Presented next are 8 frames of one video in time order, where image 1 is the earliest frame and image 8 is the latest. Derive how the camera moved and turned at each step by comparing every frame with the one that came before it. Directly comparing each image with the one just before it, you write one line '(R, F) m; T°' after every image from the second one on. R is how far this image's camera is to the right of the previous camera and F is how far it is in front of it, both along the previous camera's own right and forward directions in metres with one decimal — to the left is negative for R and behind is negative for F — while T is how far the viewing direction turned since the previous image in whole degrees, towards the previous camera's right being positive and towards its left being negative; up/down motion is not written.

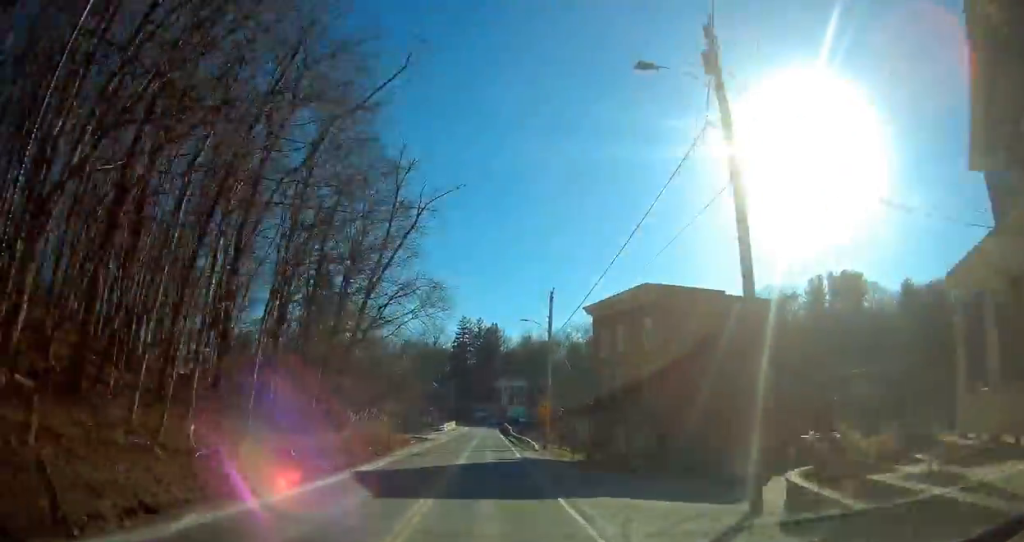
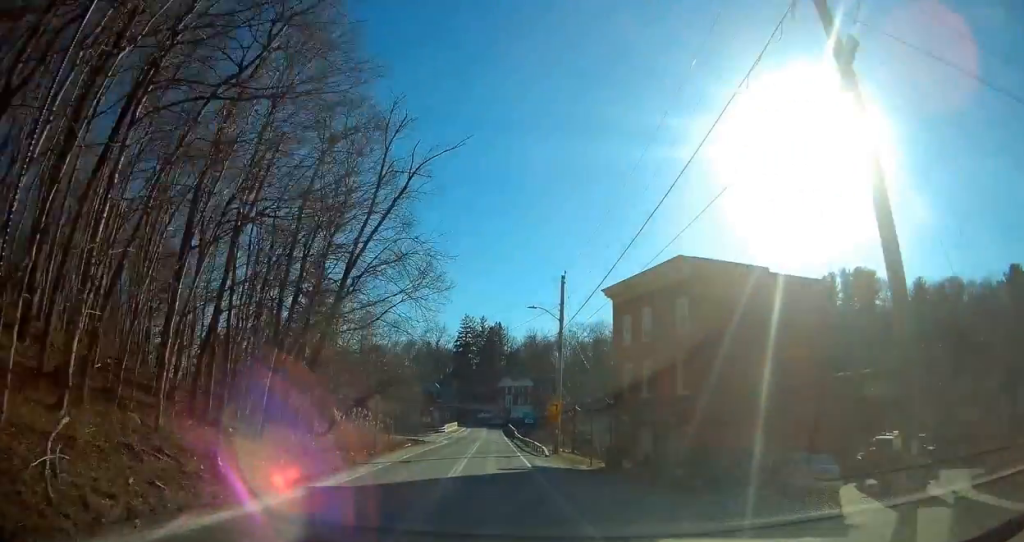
(0.0, +5.7) m; 0°
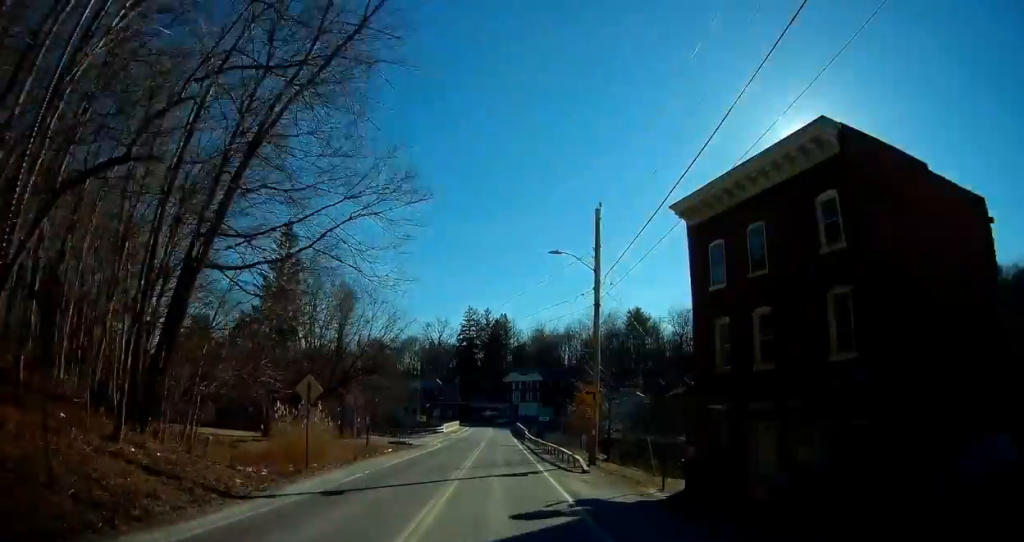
(+0.1, +13.0) m; 0°
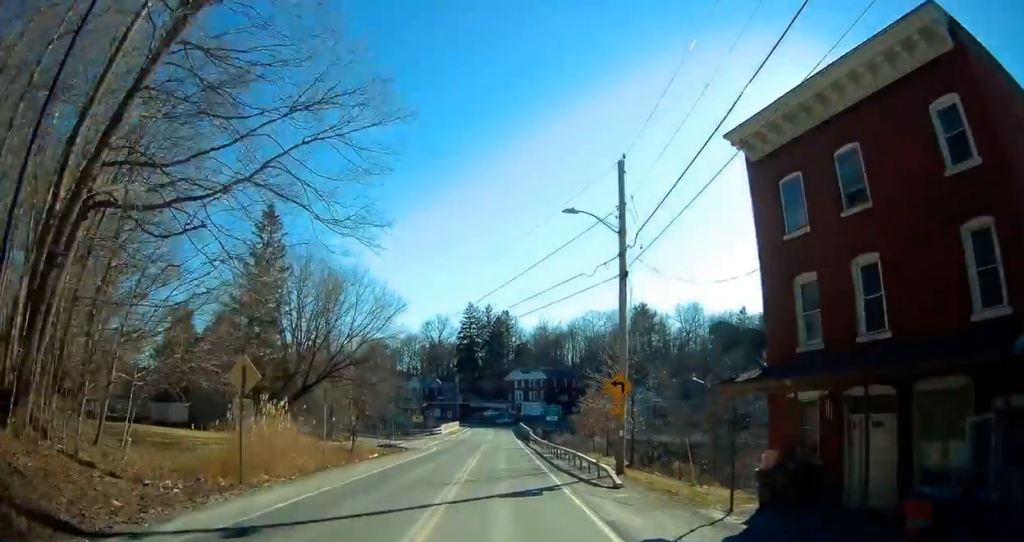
(0.0, +5.5) m; 0°
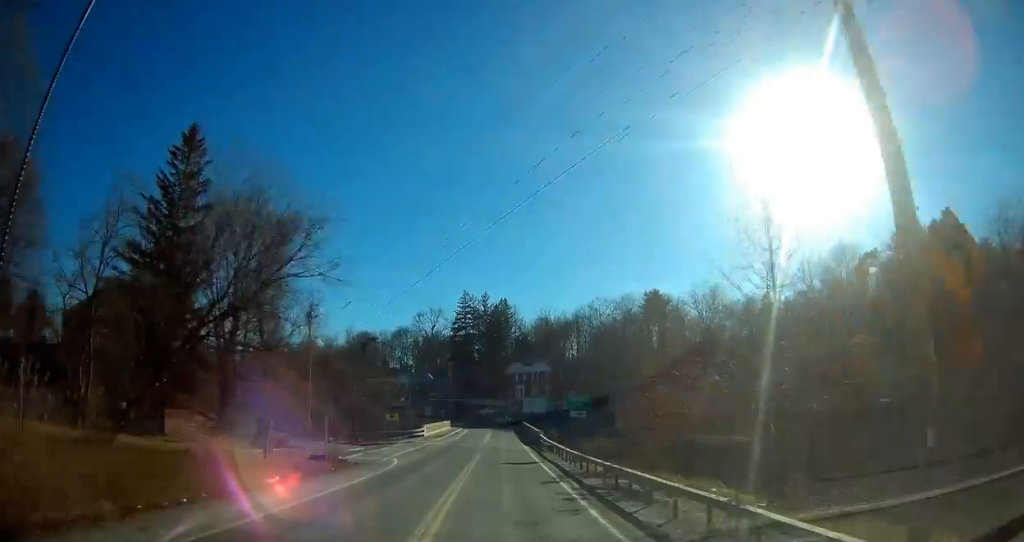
(-0.1, +16.4) m; -1°
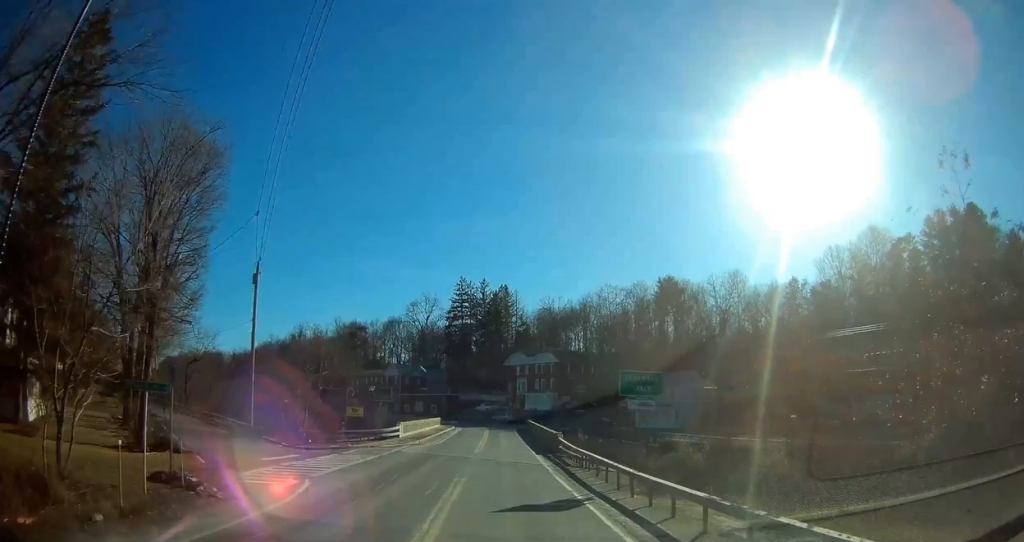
(-0.2, +14.3) m; +1°
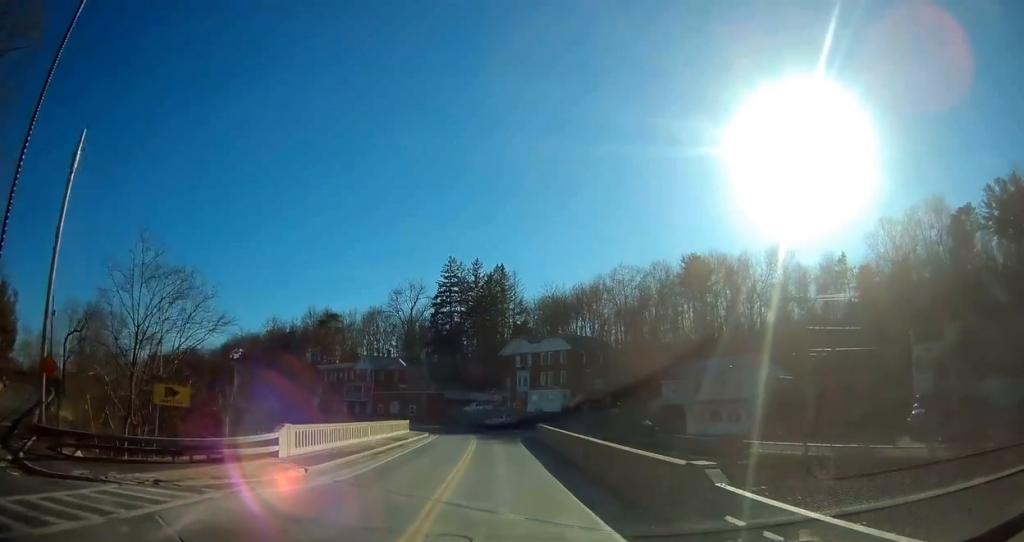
(+0.6, +23.5) m; 0°
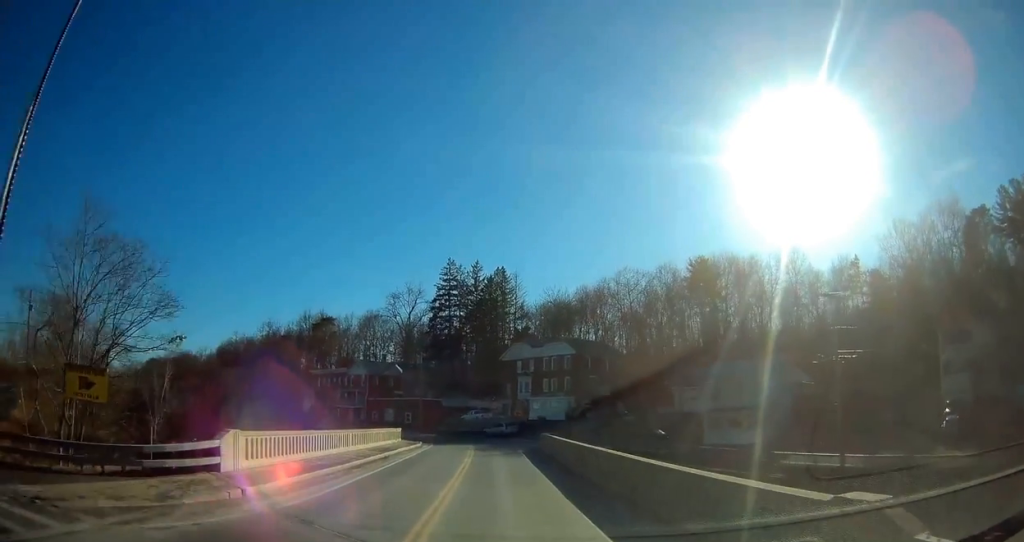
(-0.1, +4.6) m; 0°
